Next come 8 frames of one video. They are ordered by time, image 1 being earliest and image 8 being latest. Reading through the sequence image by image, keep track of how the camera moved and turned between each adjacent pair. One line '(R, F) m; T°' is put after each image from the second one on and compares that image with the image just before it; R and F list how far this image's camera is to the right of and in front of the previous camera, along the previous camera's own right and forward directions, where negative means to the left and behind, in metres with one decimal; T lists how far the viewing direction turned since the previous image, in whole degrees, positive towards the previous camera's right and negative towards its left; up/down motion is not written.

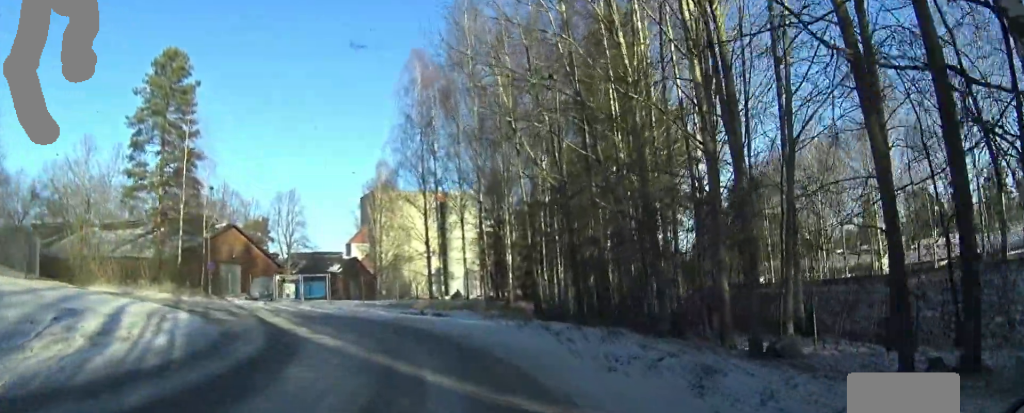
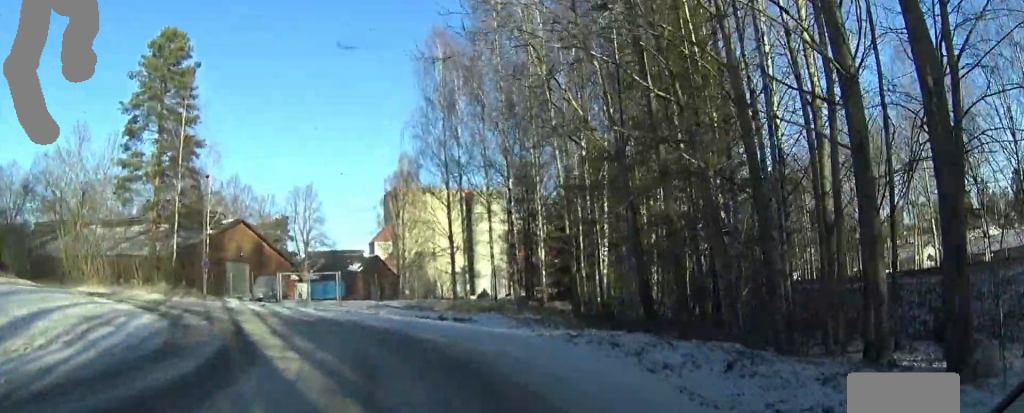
(-0.5, +4.9) m; -4°
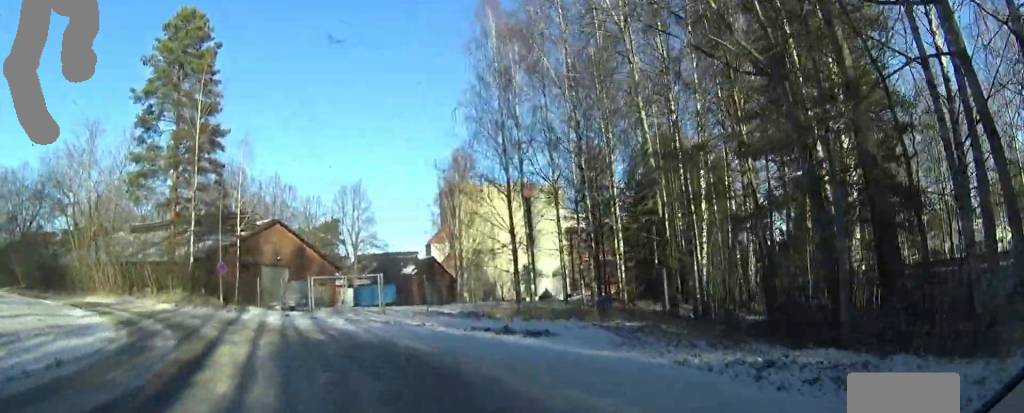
(-0.3, +6.3) m; -8°
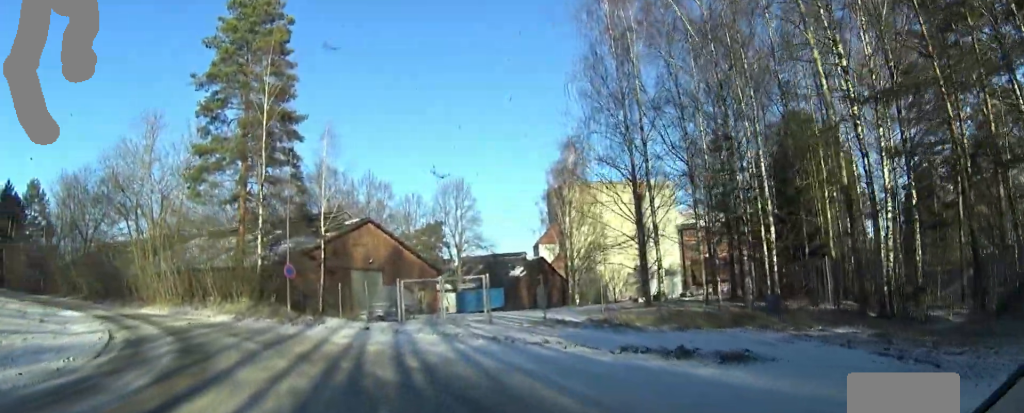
(-0.3, +6.1) m; -10°
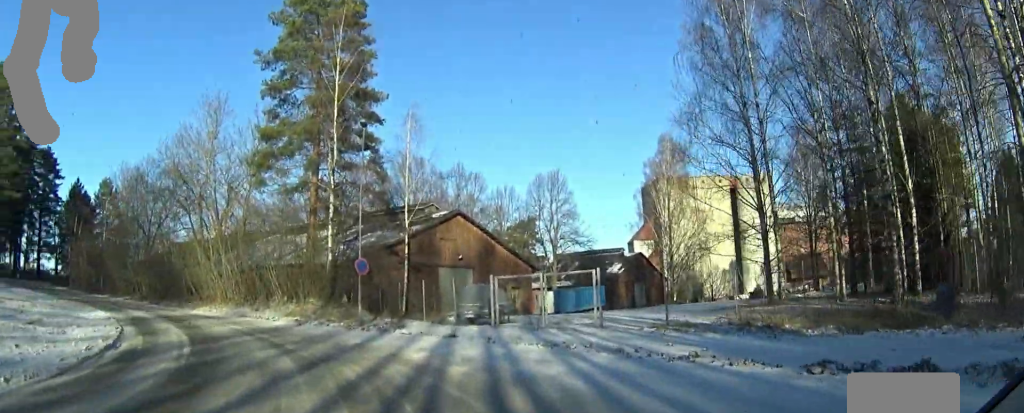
(-0.7, +4.4) m; -7°
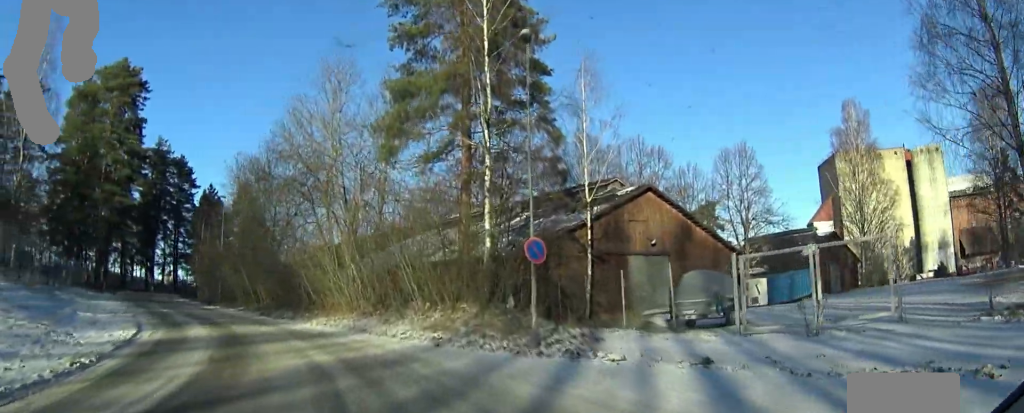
(-0.4, +8.5) m; -11°
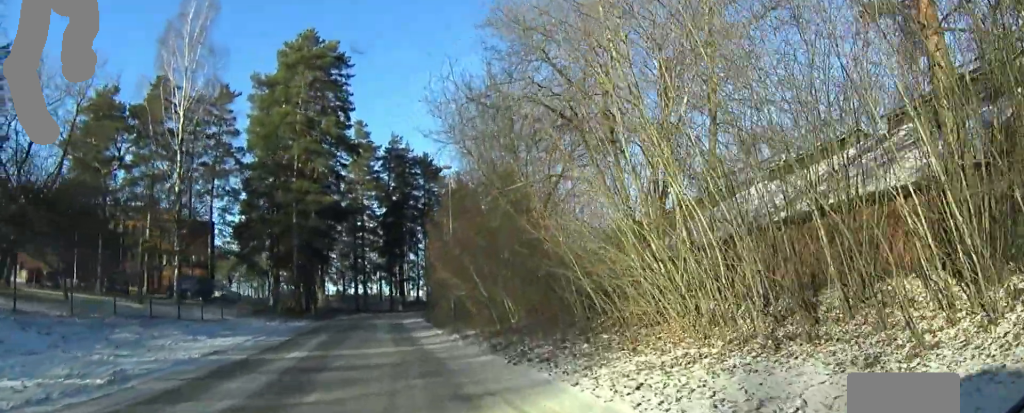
(-4.2, +14.7) m; -26°
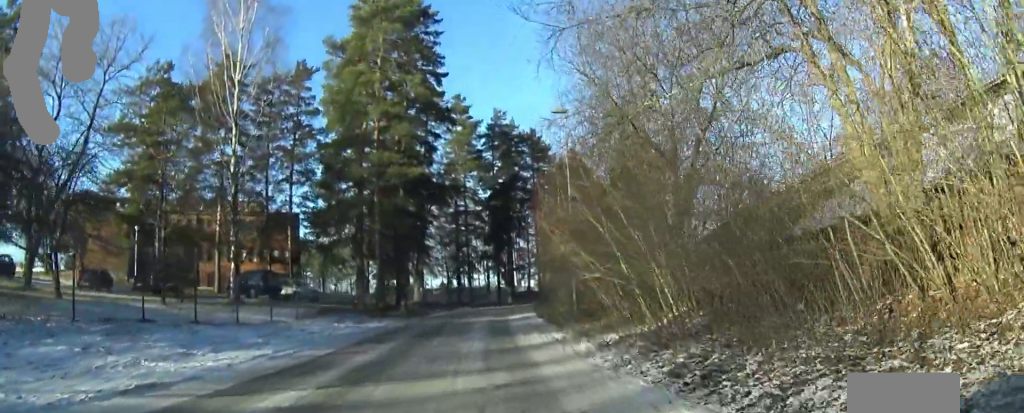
(-0.3, +7.4) m; -5°
